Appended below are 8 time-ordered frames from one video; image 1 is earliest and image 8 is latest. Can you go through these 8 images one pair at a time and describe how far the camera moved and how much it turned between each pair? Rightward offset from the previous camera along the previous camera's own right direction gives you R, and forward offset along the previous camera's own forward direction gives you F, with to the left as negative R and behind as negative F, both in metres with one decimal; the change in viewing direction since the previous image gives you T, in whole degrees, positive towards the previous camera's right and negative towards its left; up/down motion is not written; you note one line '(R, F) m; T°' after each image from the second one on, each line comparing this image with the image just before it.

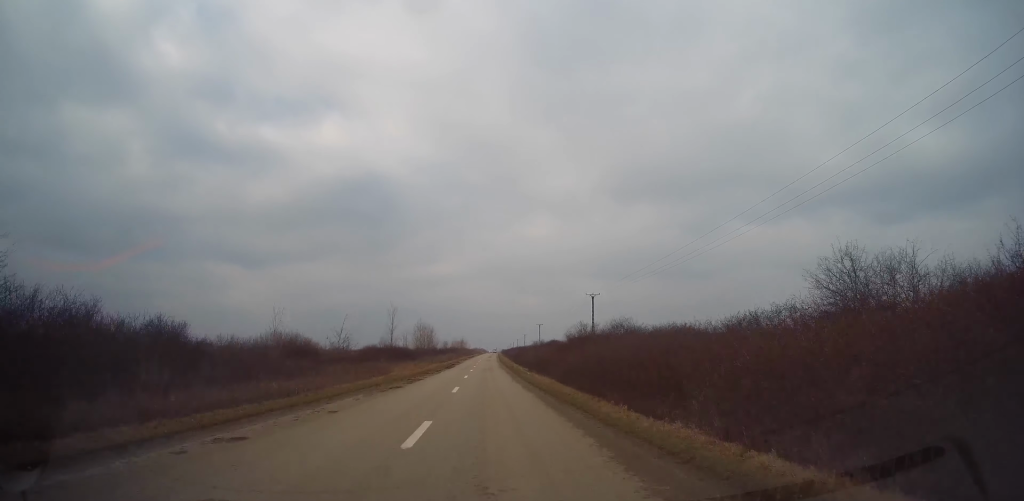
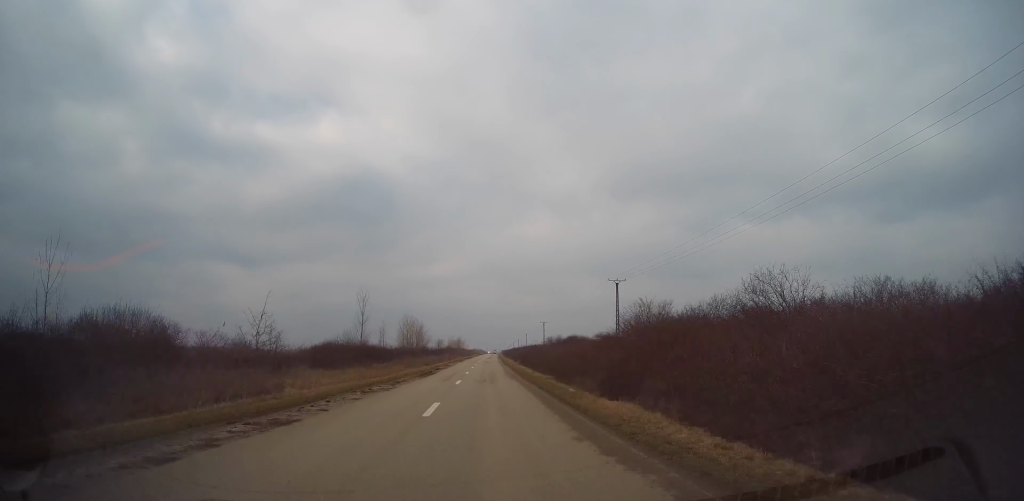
(+0.1, +19.9) m; 0°
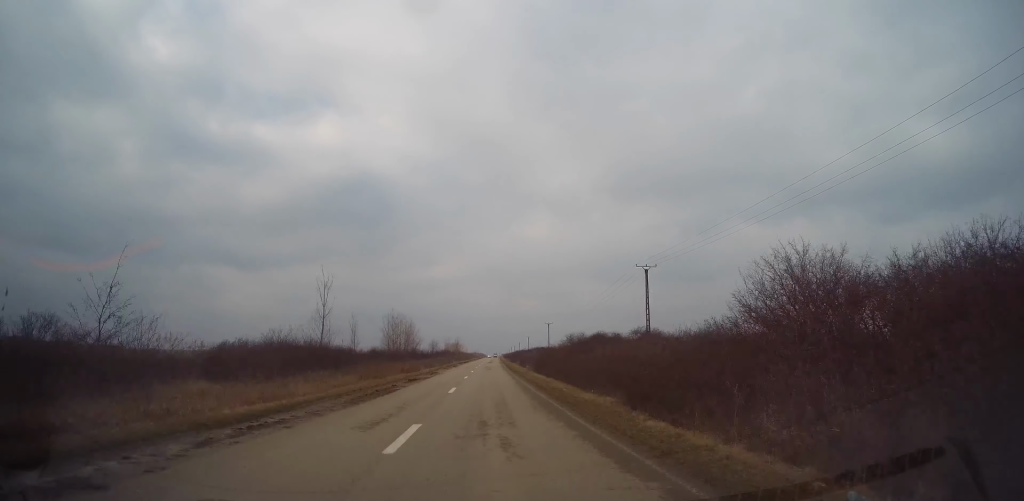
(+0.2, +15.7) m; 0°
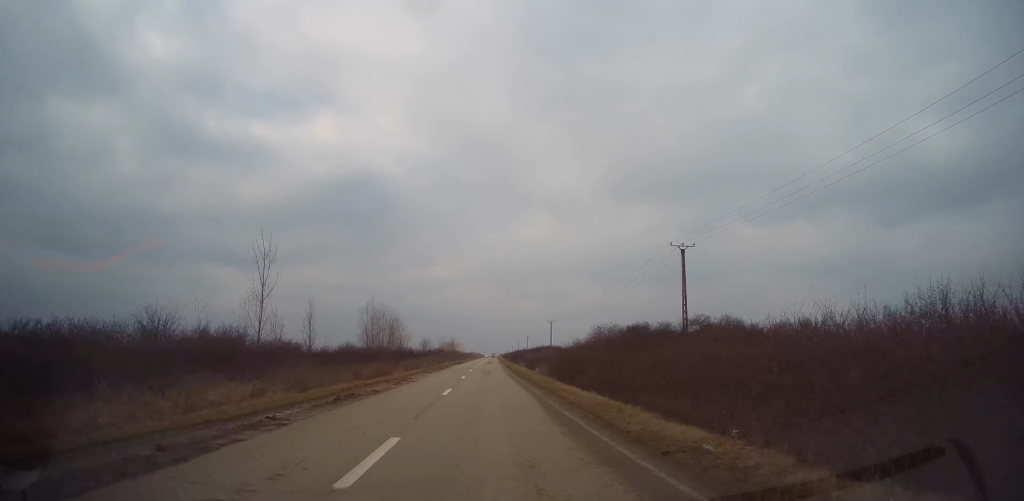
(-0.1, +13.7) m; 0°
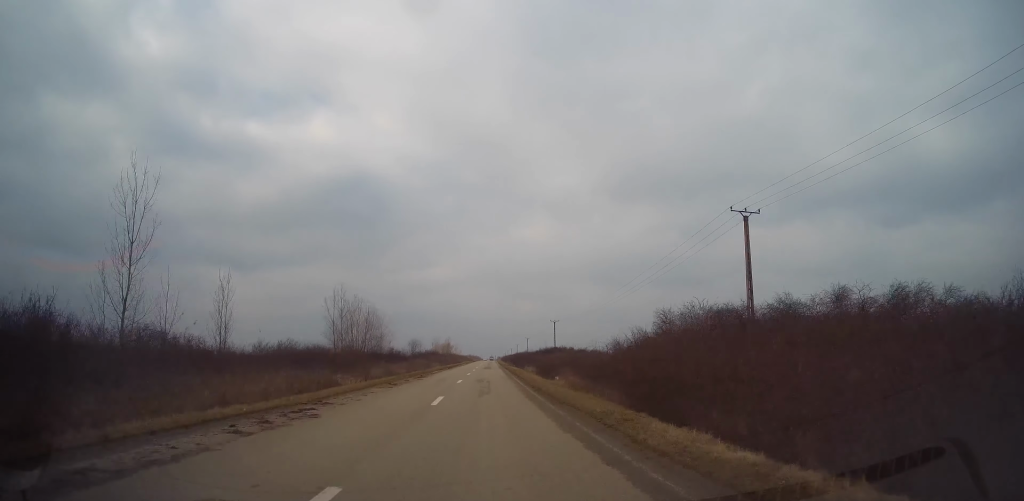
(-0.2, +14.8) m; 0°
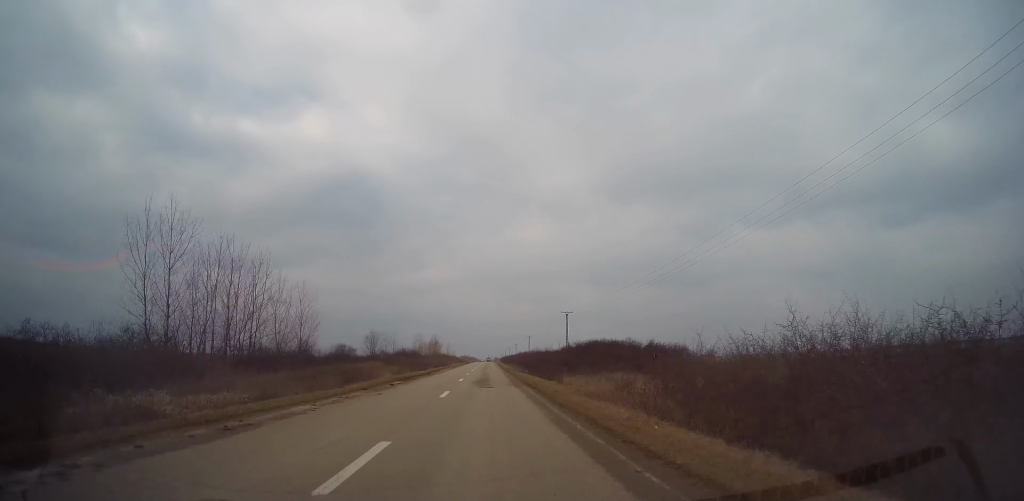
(+0.3, +32.9) m; 0°
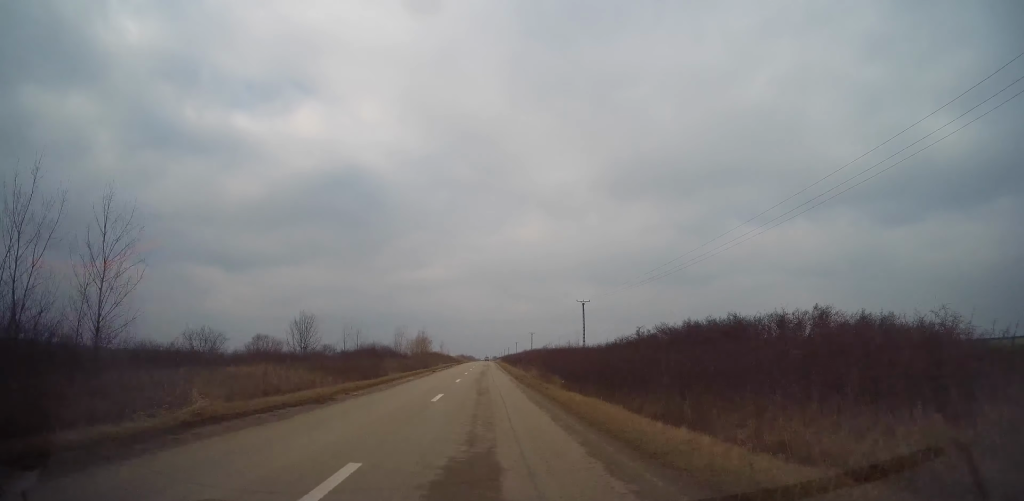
(0.0, +25.3) m; 0°
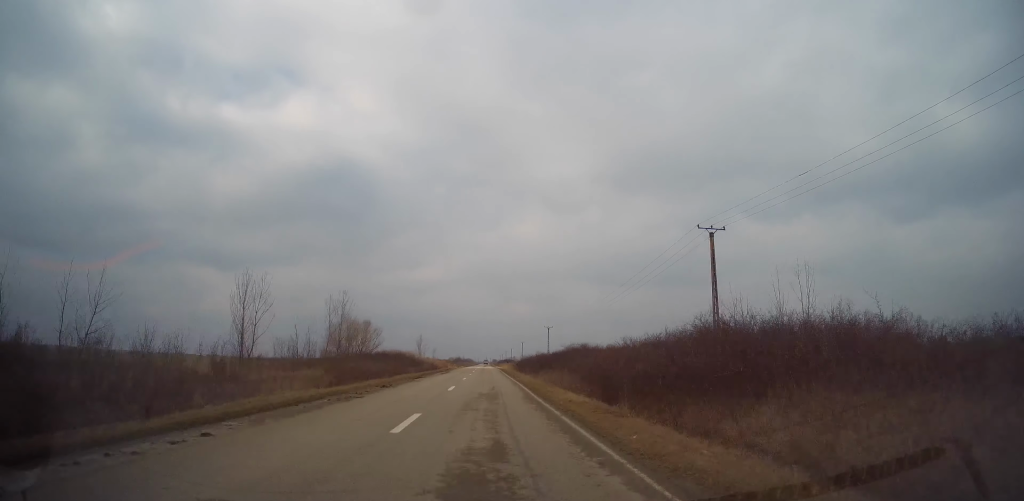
(+0.3, +65.7) m; 0°
